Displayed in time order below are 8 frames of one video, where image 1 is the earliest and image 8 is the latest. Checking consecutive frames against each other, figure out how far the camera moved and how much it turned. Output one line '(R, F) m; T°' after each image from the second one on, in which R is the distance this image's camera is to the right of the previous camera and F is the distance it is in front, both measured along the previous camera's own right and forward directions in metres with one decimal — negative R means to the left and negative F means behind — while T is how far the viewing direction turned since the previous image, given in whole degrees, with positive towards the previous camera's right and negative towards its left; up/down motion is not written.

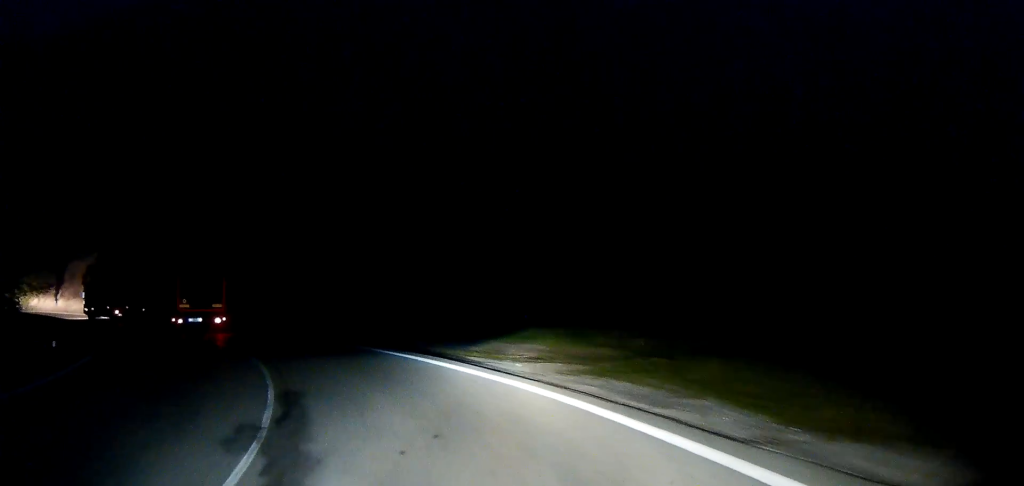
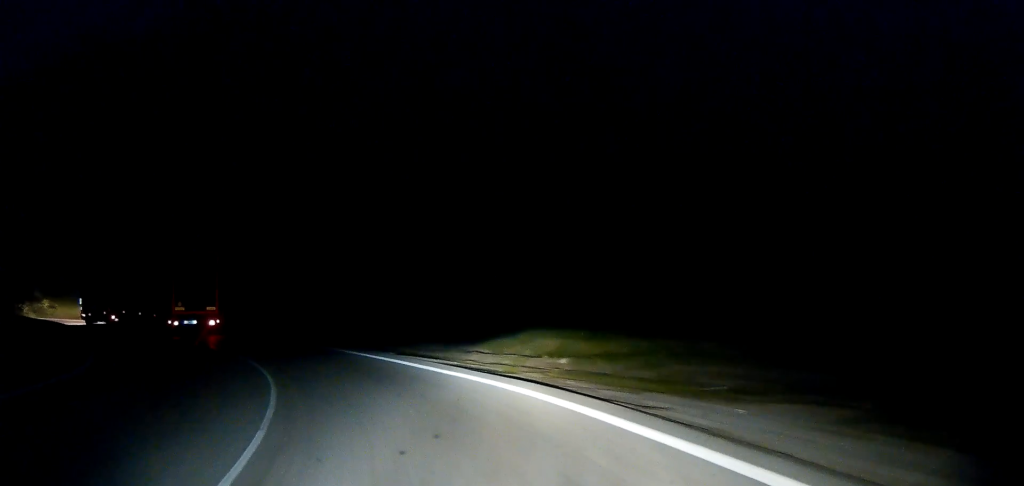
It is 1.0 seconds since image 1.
(-1.0, +8.8) m; -14°
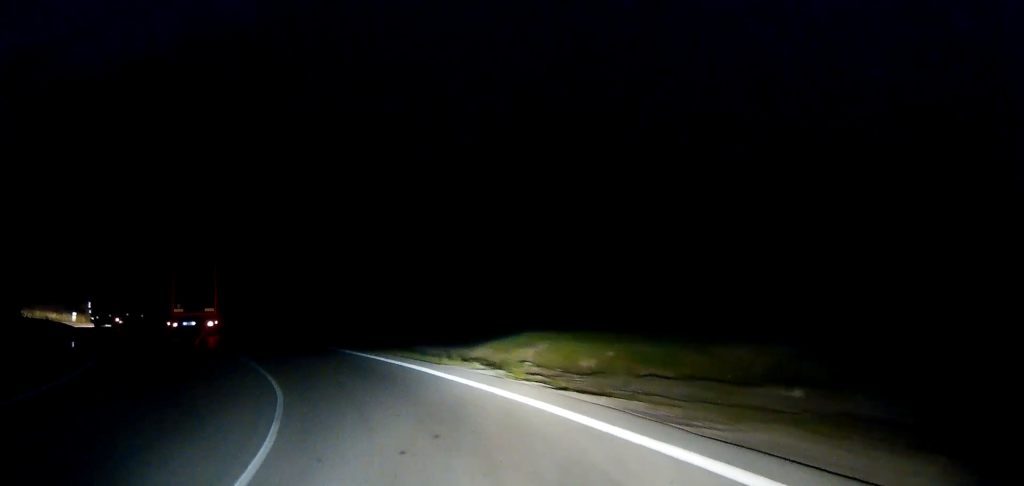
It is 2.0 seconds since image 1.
(-1.1, +8.8) m; -13°
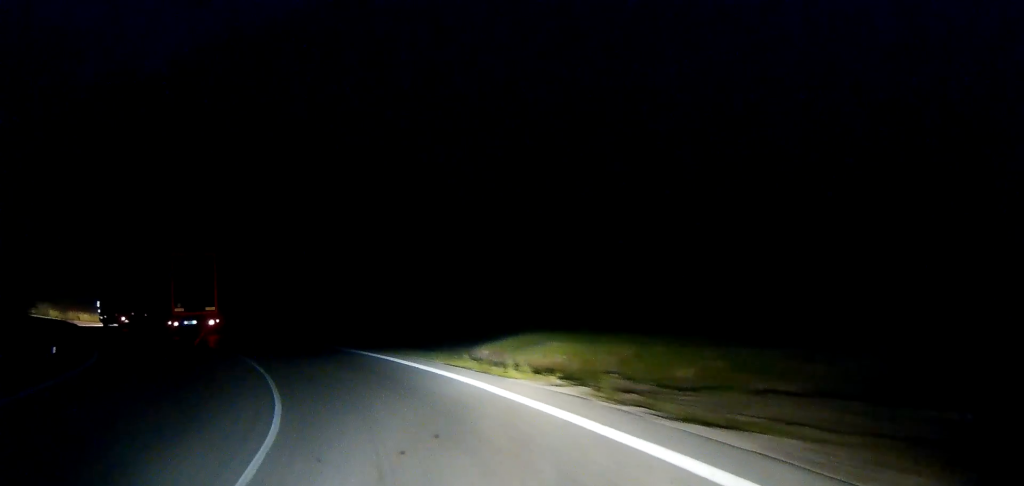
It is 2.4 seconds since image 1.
(-0.1, +4.1) m; -5°
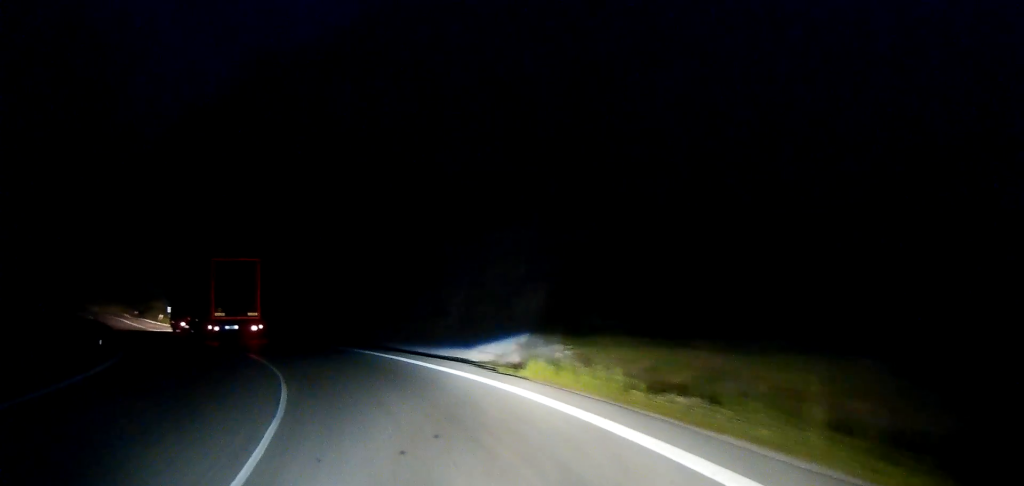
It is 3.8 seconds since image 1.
(-1.9, +13.8) m; -17°
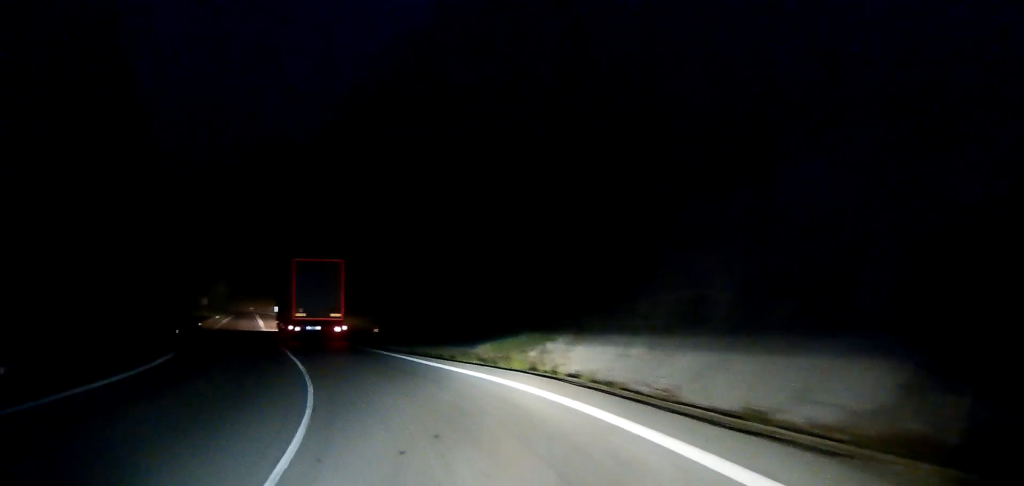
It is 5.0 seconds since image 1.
(-1.9, +12.9) m; -13°
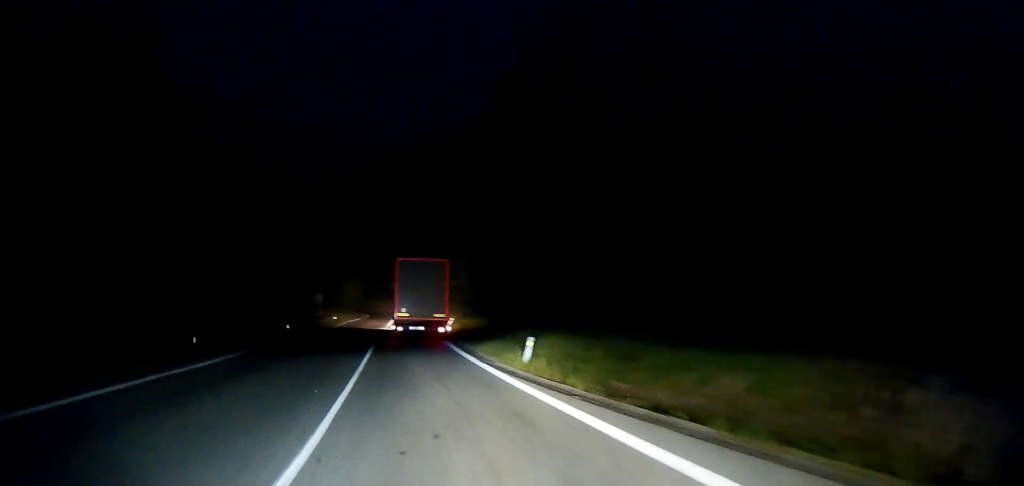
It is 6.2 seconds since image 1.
(-1.2, +13.0) m; -9°
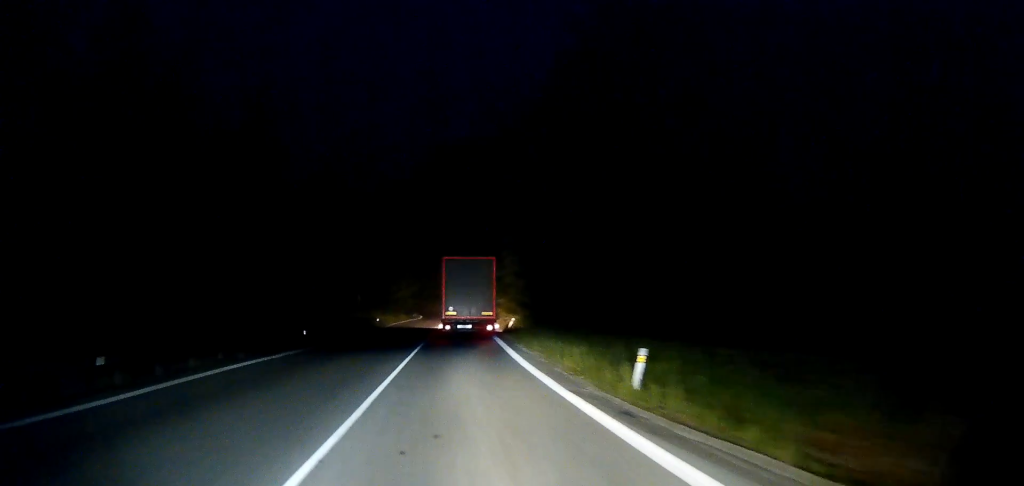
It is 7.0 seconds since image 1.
(-0.3, +8.2) m; -3°
